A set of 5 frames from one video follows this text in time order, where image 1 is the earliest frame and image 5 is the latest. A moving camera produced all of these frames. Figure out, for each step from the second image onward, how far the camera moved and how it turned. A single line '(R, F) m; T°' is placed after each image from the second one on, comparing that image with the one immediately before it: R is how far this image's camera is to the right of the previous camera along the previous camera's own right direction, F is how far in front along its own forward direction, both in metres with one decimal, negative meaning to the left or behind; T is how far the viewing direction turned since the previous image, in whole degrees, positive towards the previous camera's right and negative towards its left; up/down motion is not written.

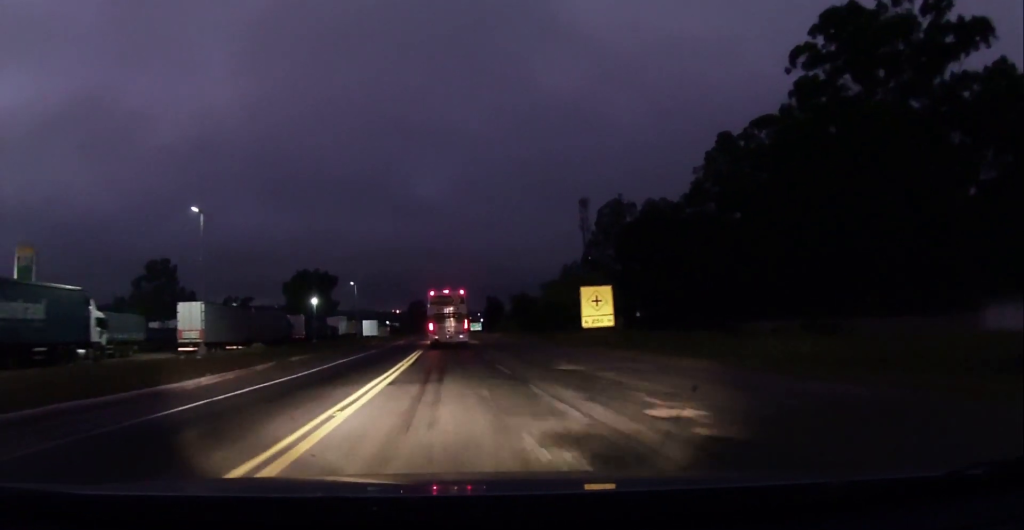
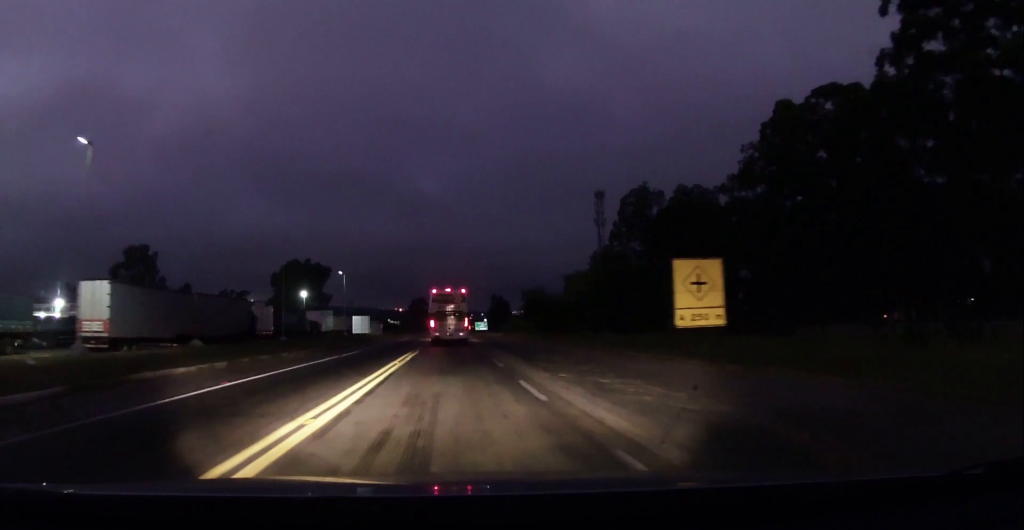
(-0.1, +17.0) m; -2°
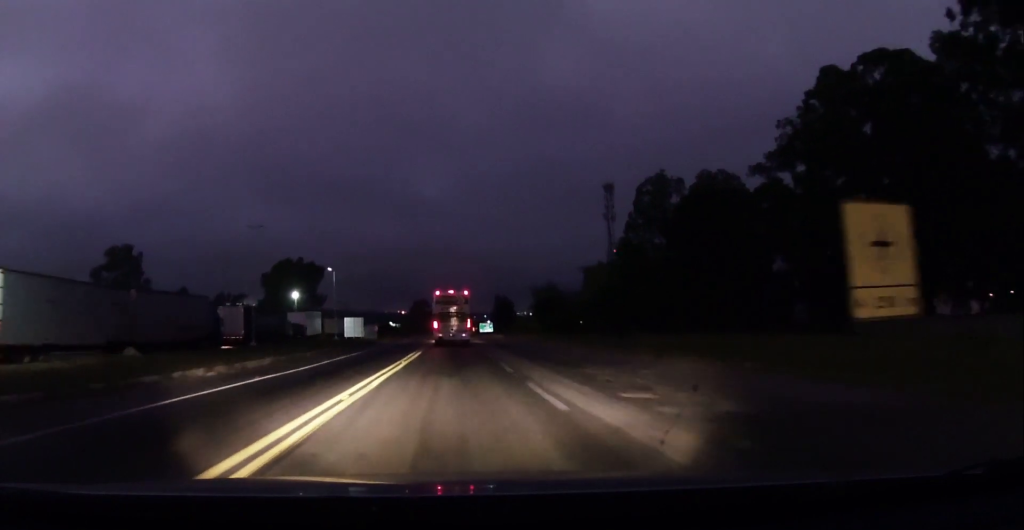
(-0.4, +11.4) m; 0°
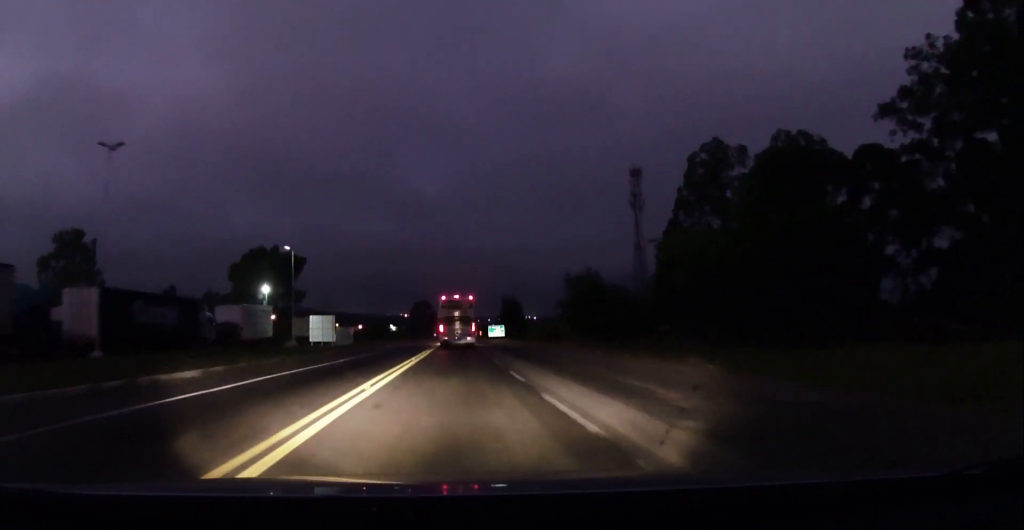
(+0.6, +26.9) m; +1°
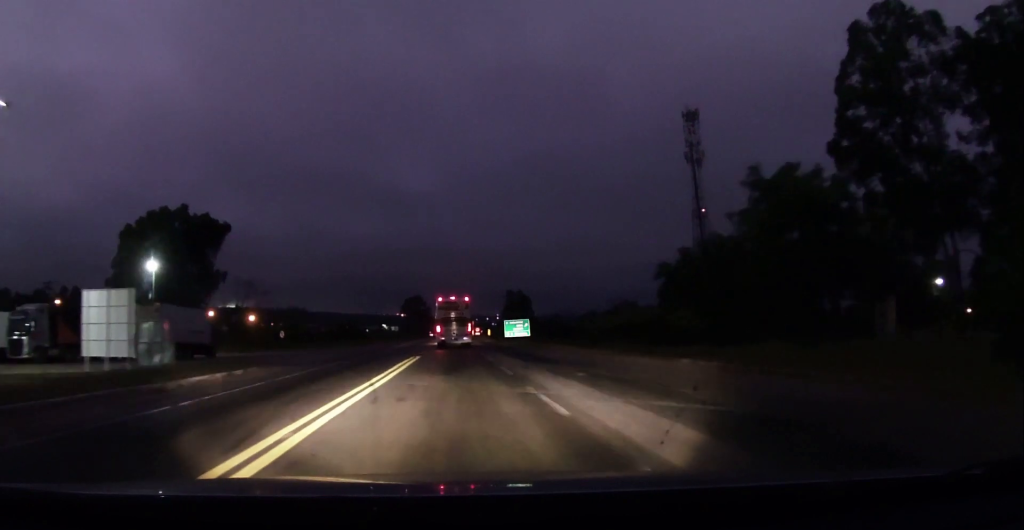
(0.0, +48.3) m; -1°
